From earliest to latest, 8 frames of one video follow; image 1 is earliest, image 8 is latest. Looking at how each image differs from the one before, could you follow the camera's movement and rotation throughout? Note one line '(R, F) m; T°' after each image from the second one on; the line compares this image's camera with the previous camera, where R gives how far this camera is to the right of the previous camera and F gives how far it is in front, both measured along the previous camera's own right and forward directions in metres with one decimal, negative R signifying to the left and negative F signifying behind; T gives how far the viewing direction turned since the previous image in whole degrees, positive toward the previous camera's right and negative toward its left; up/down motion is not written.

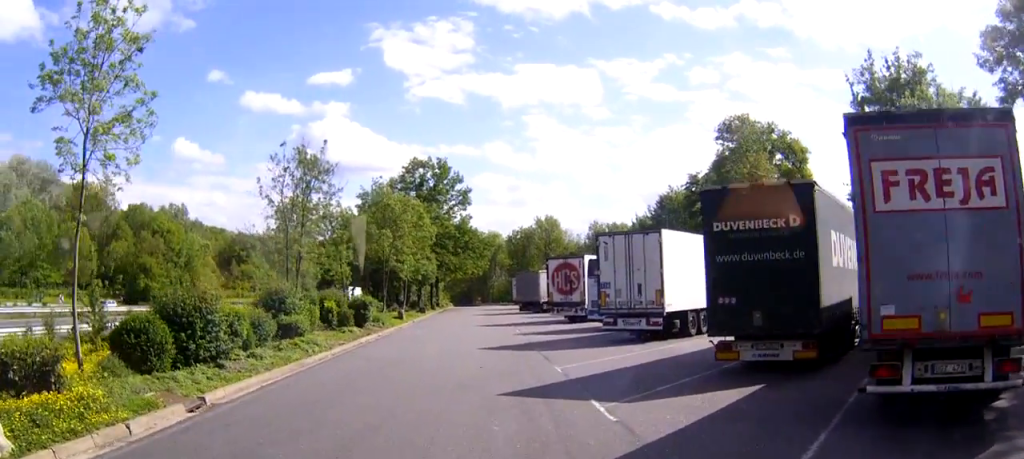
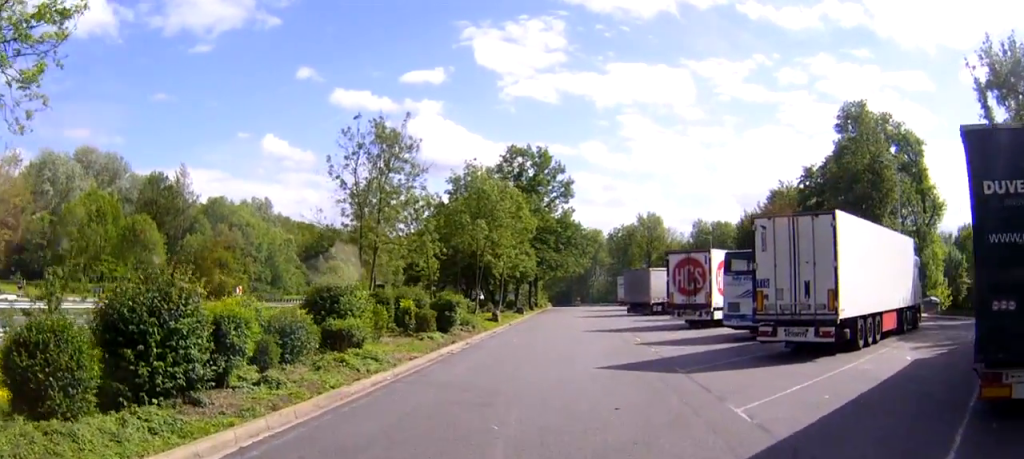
(0.0, +6.2) m; +1°
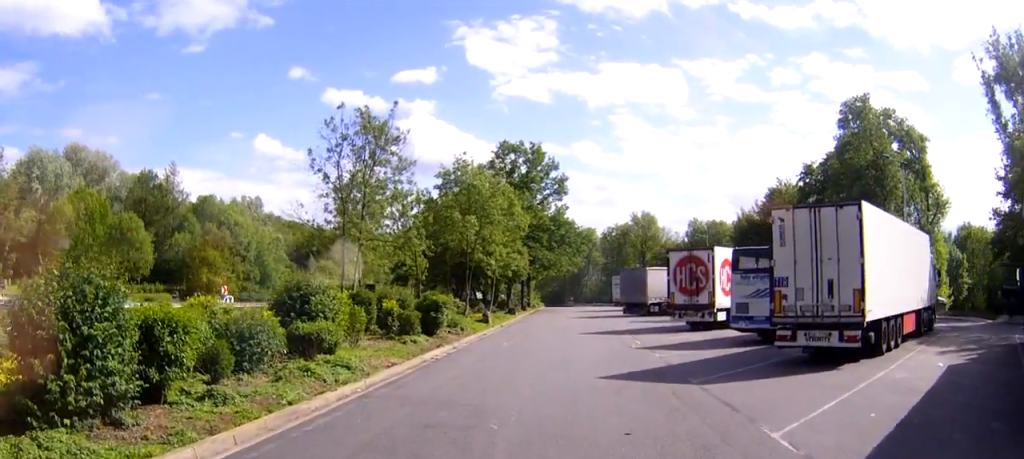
(0.0, +2.0) m; +2°
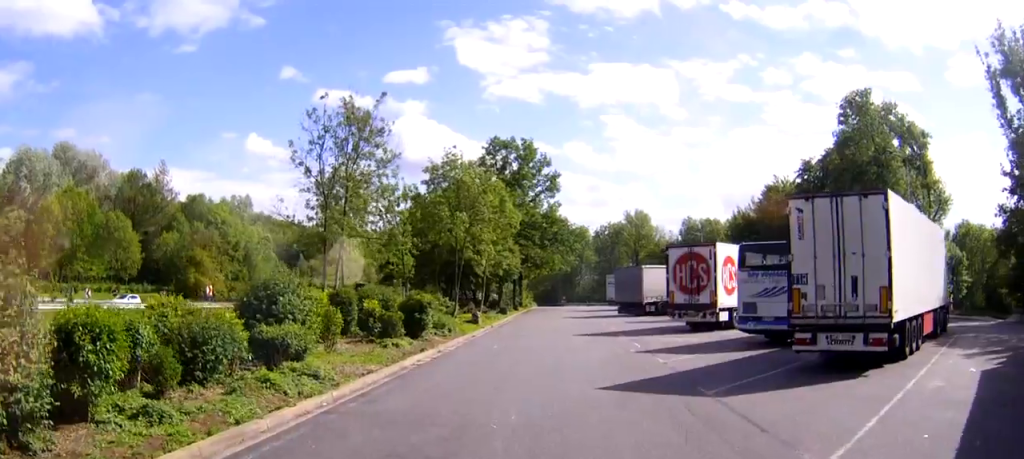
(0.0, +1.8) m; +1°
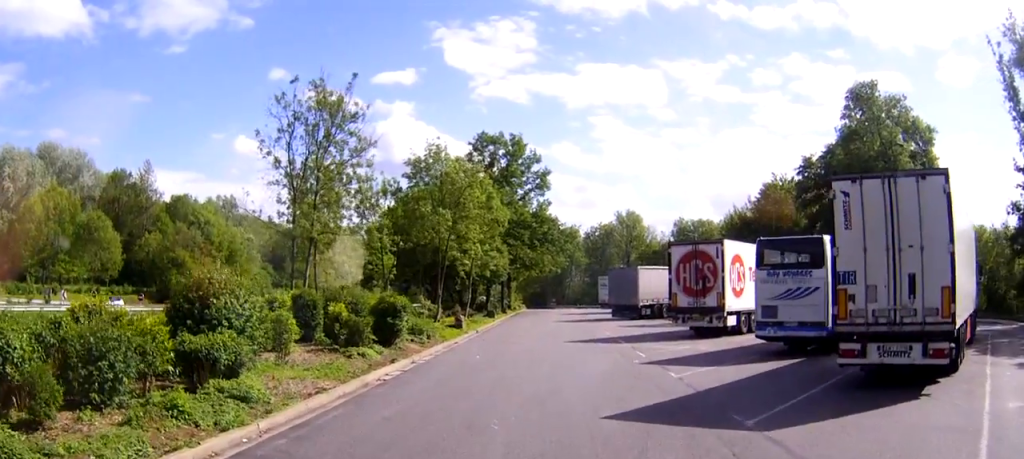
(+0.1, +3.1) m; 0°
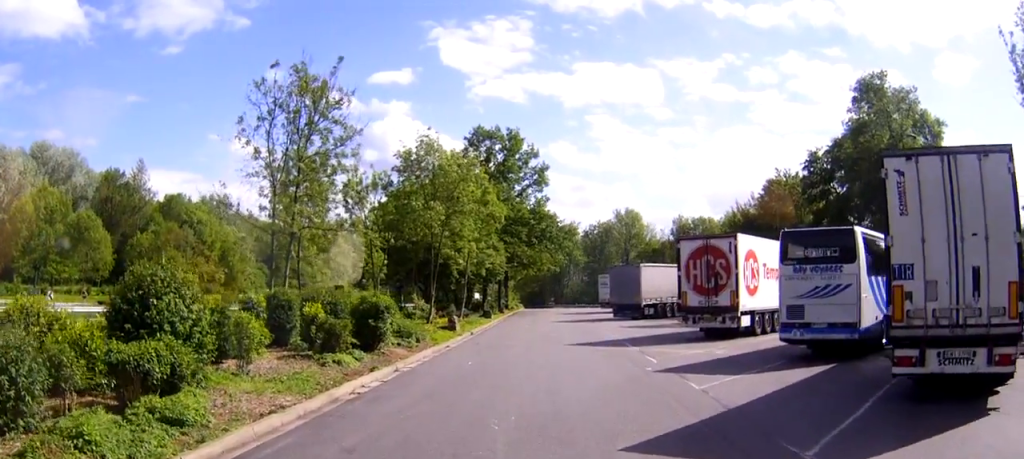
(-0.1, +2.4) m; -1°
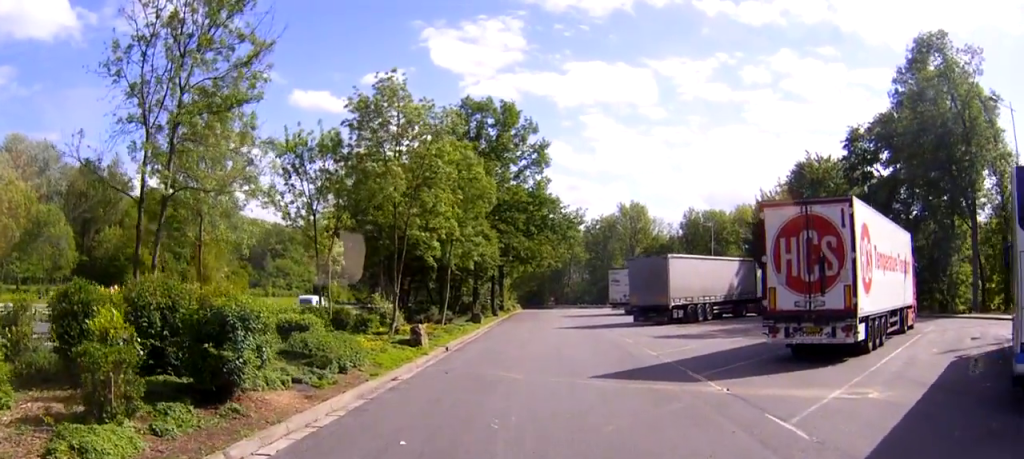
(+0.3, +10.4) m; +4°
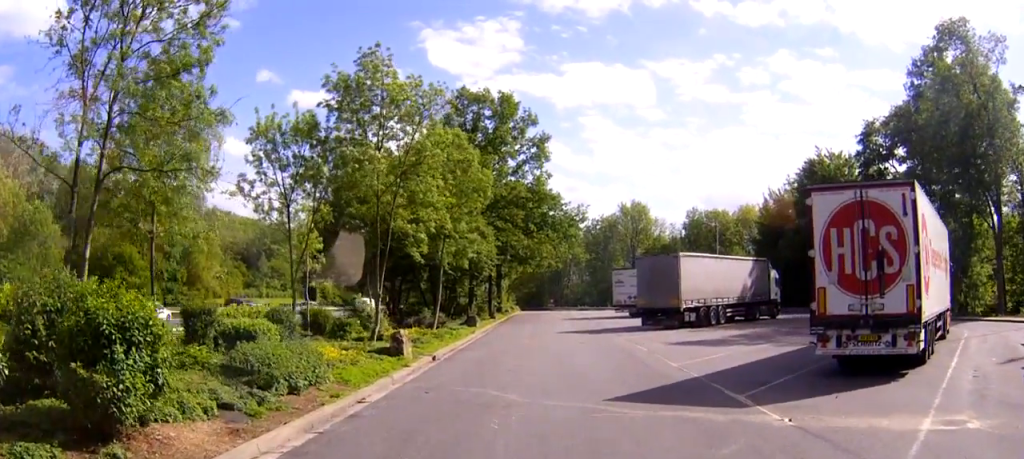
(+0.1, +3.0) m; 0°
